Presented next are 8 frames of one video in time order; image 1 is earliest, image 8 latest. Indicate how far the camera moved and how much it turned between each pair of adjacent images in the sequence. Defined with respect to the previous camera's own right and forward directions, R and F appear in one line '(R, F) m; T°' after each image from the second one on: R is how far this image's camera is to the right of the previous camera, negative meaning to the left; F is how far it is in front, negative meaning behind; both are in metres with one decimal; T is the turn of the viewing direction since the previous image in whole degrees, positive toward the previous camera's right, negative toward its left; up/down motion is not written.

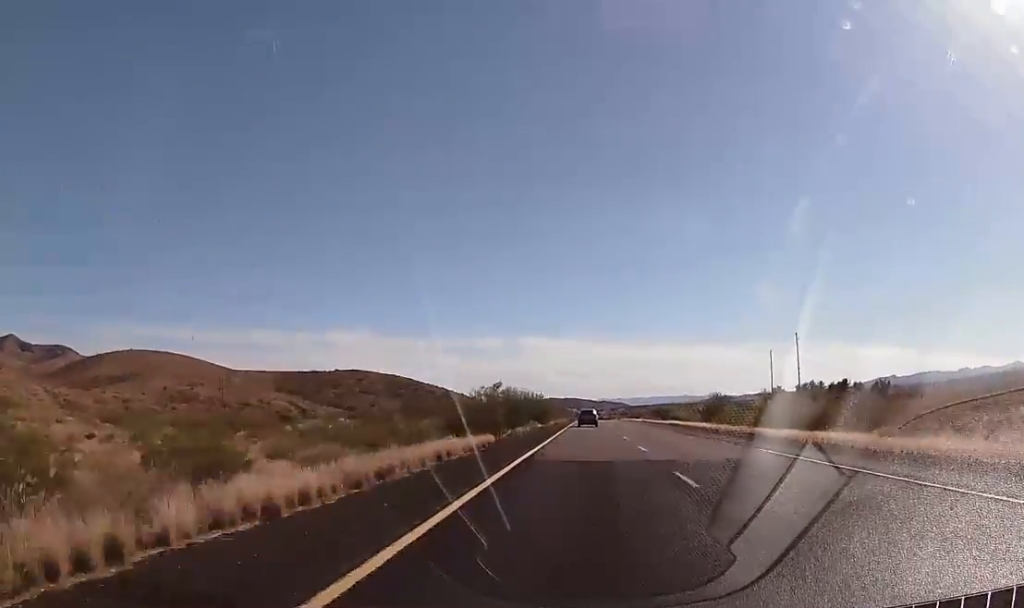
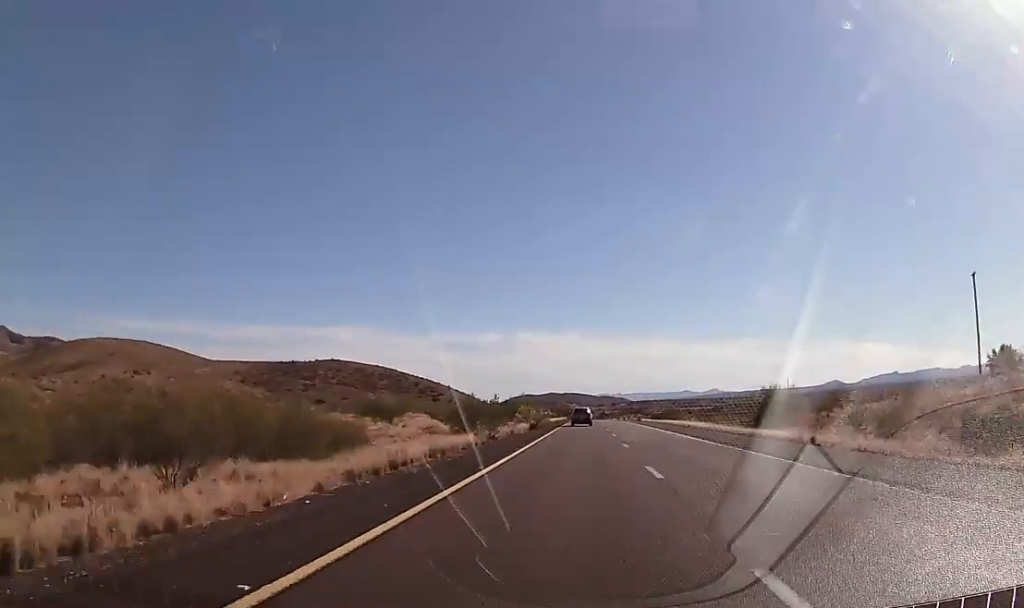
(-0.9, +96.3) m; -1°
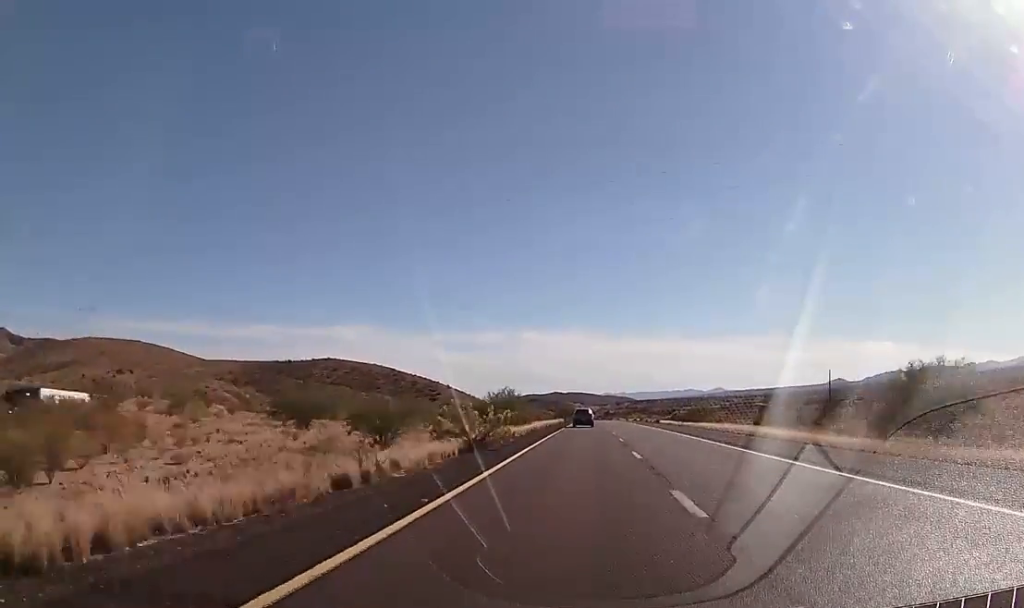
(0.0, +30.4) m; 0°
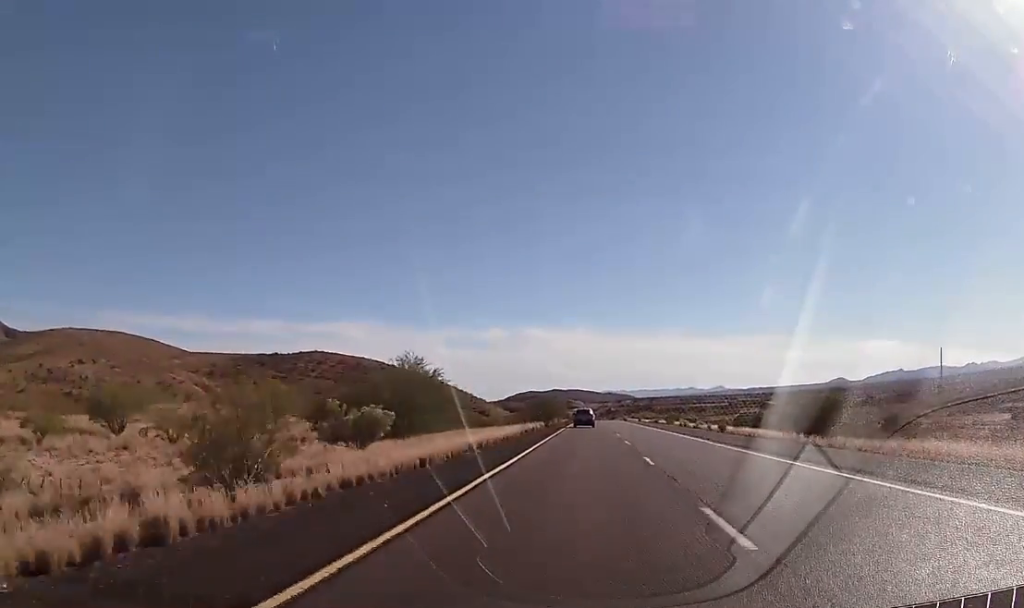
(+0.4, +51.9) m; +1°
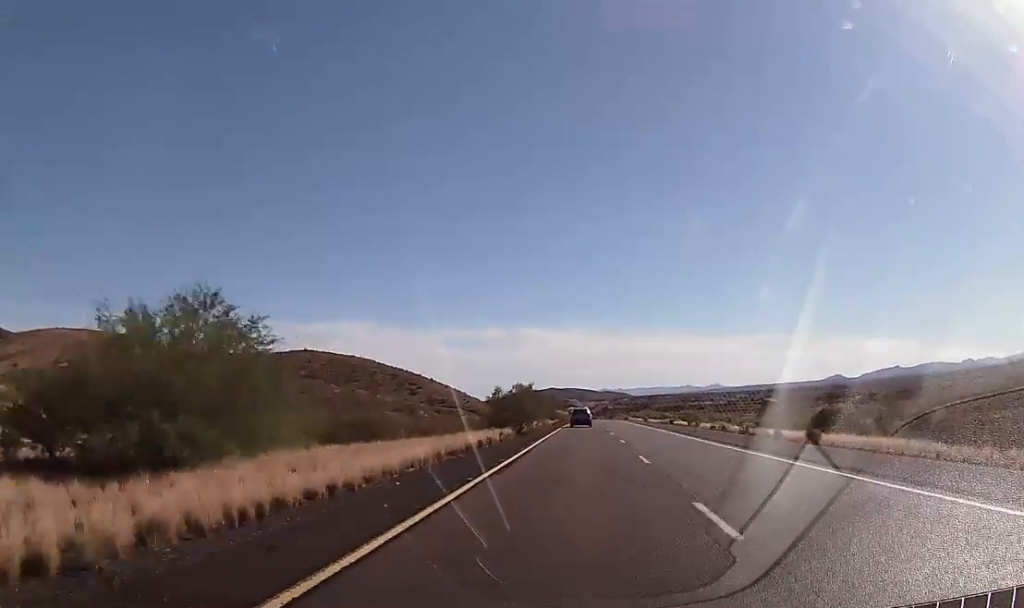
(+0.1, +24.1) m; 0°
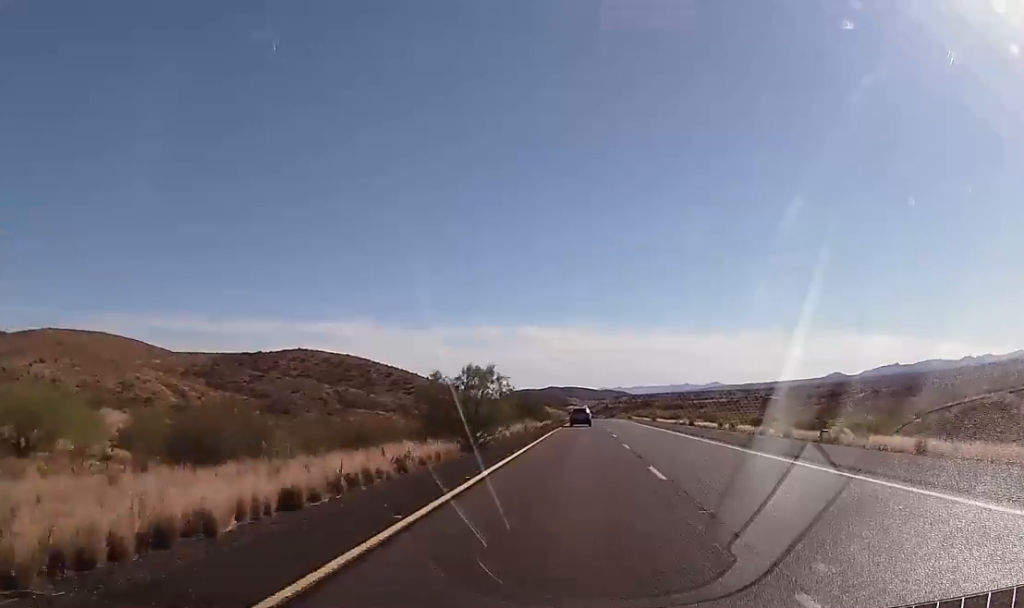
(0.0, +17.7) m; 0°
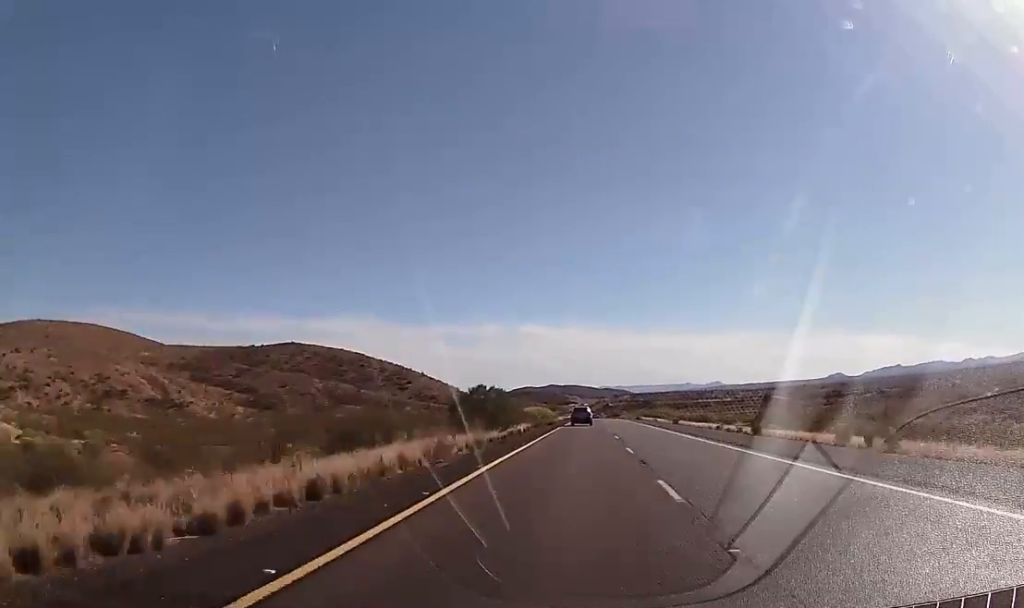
(-0.1, +27.9) m; -1°
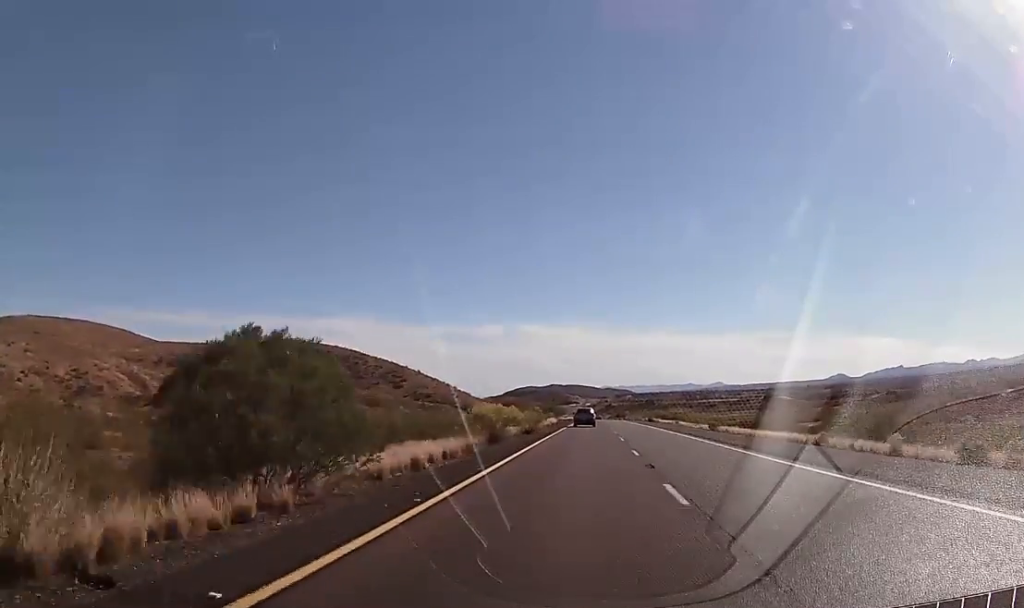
(-0.2, +25.3) m; 0°
